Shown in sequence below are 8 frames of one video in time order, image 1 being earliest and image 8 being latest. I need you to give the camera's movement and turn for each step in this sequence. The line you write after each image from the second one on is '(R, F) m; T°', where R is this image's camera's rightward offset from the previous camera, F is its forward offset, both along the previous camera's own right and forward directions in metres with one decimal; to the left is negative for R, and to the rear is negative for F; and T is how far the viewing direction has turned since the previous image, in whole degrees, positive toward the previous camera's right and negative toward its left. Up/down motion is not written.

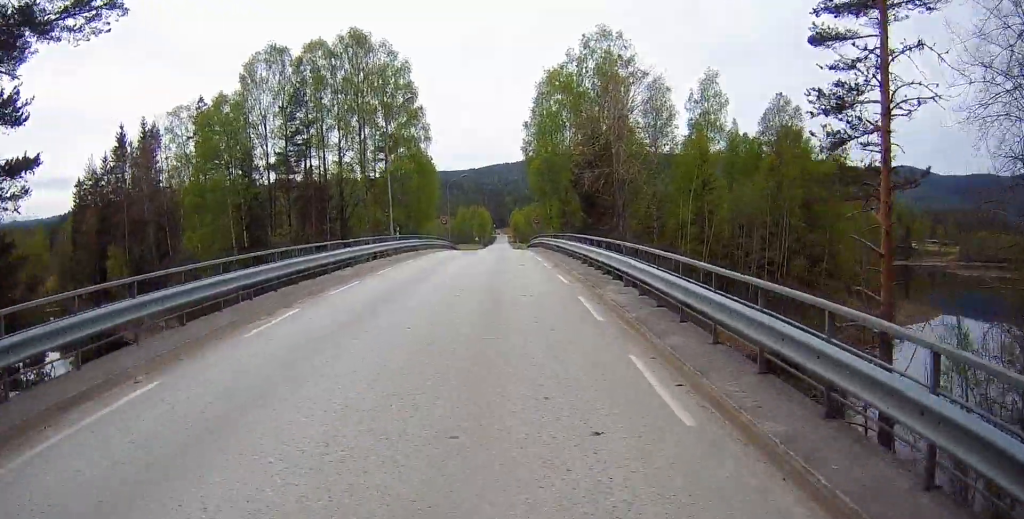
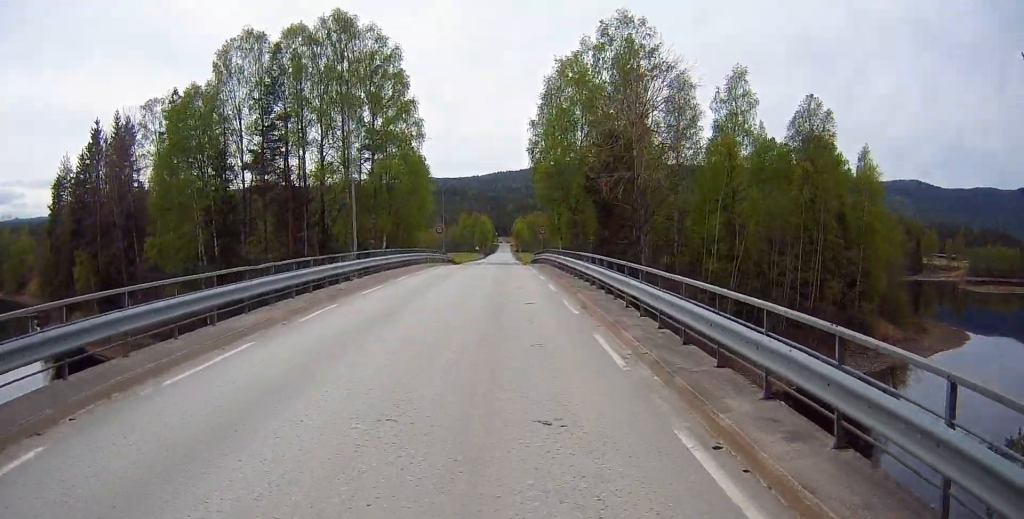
(+0.1, +8.4) m; 0°
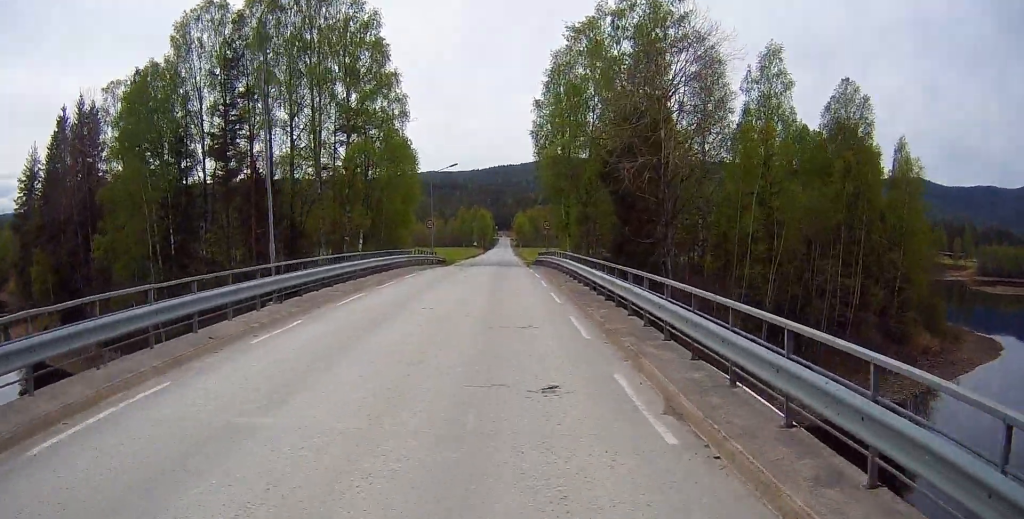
(-0.1, +8.9) m; -2°
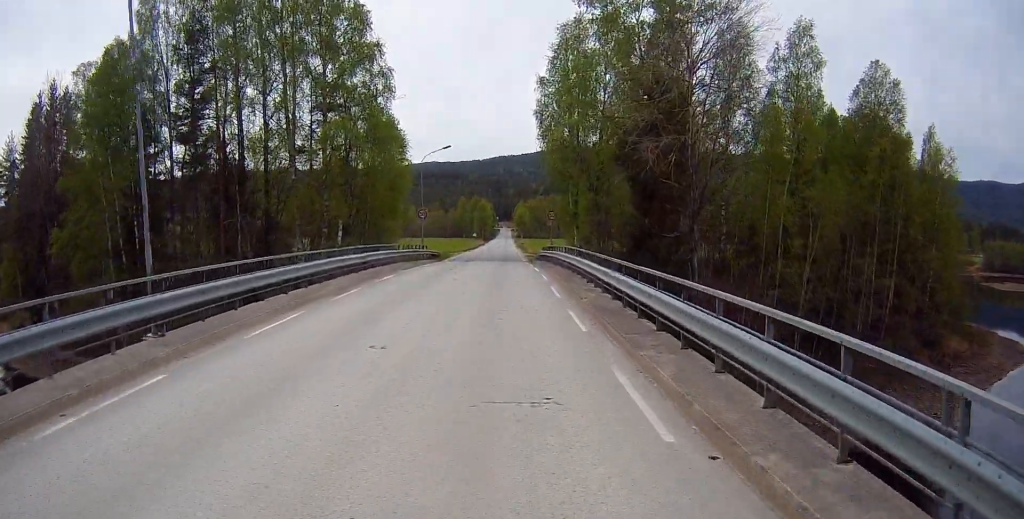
(0.0, +6.0) m; -1°
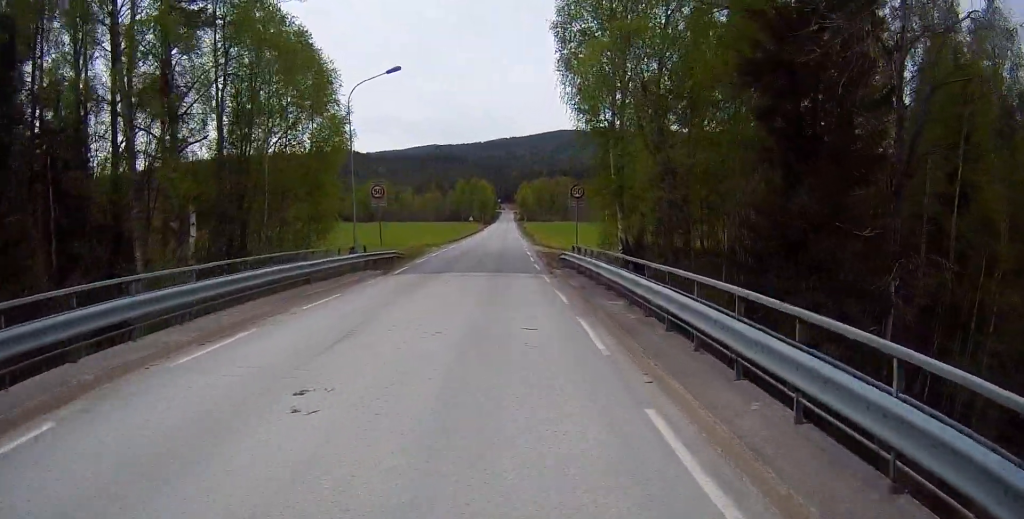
(+0.1, +20.4) m; +2°
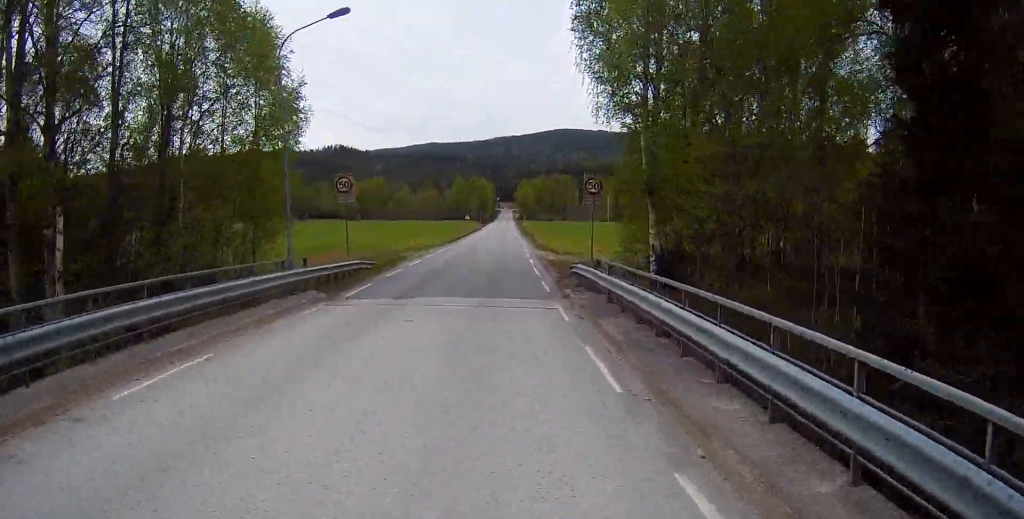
(+0.2, +7.7) m; +1°
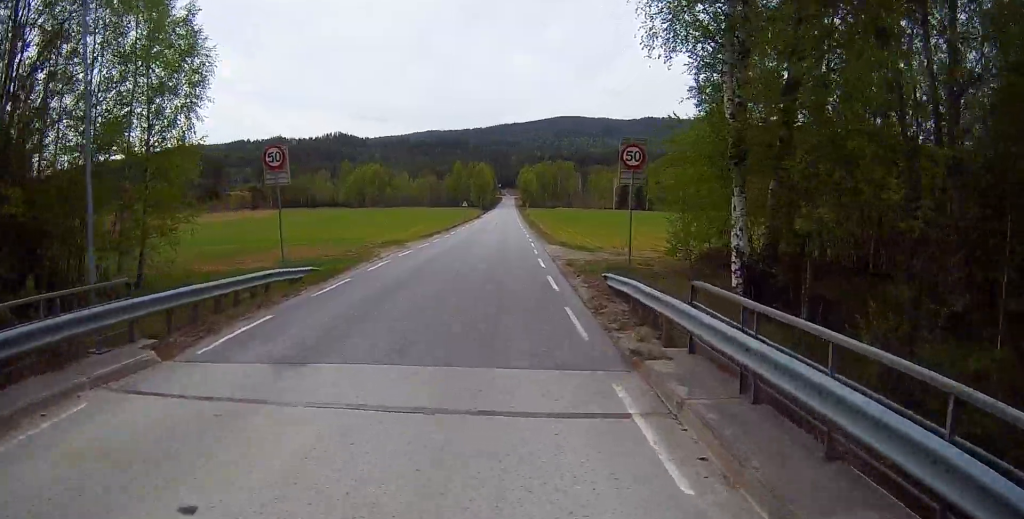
(-0.2, +9.4) m; 0°
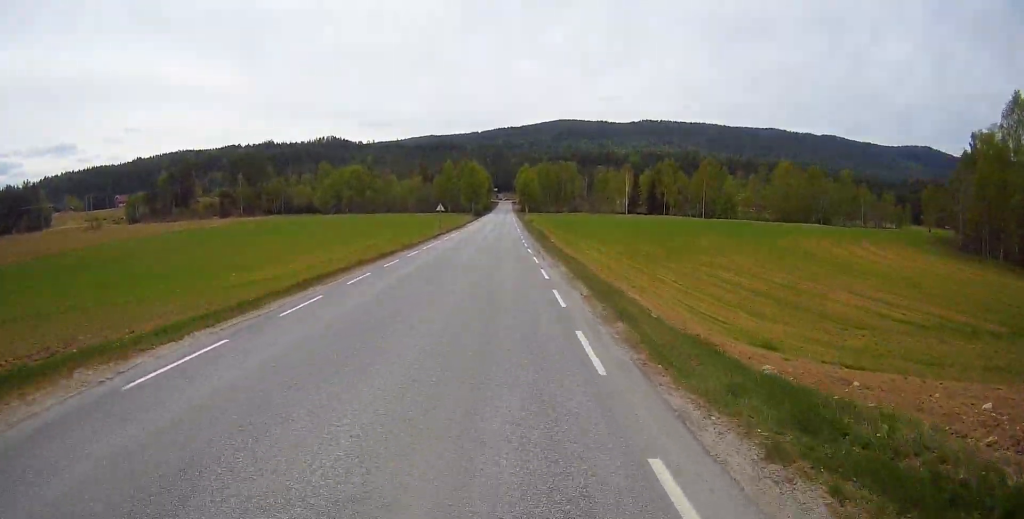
(-0.3, +31.7) m; -2°
